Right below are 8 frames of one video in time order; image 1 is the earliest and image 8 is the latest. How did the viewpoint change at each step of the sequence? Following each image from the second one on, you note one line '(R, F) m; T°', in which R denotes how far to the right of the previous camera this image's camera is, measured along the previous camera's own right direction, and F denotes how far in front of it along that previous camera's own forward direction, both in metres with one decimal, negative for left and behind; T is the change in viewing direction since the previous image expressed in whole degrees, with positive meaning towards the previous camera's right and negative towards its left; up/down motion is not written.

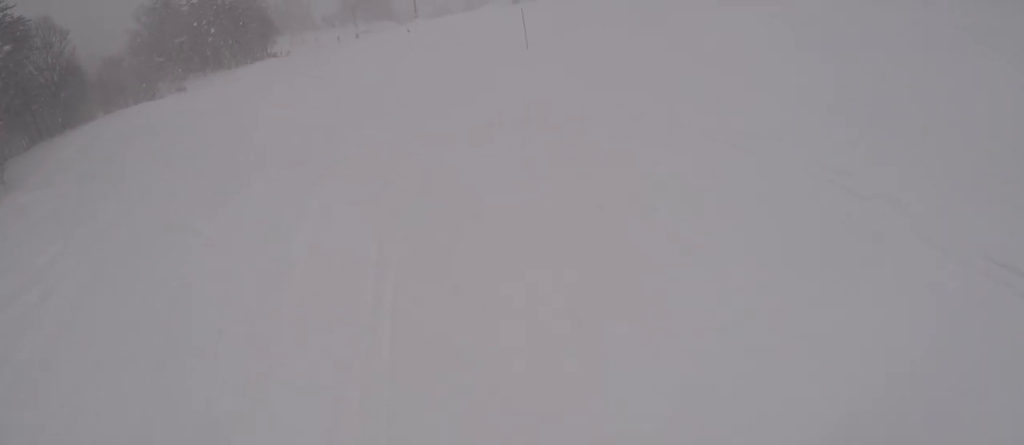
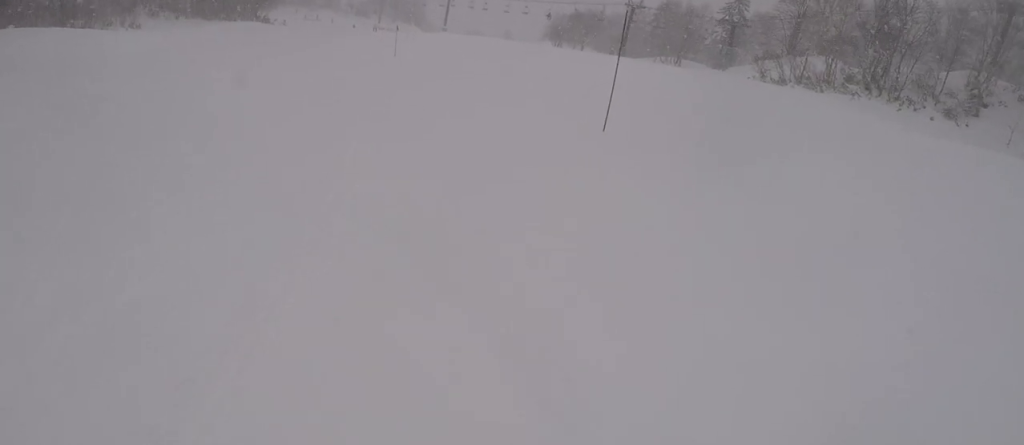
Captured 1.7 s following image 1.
(-0.1, +19.2) m; -12°
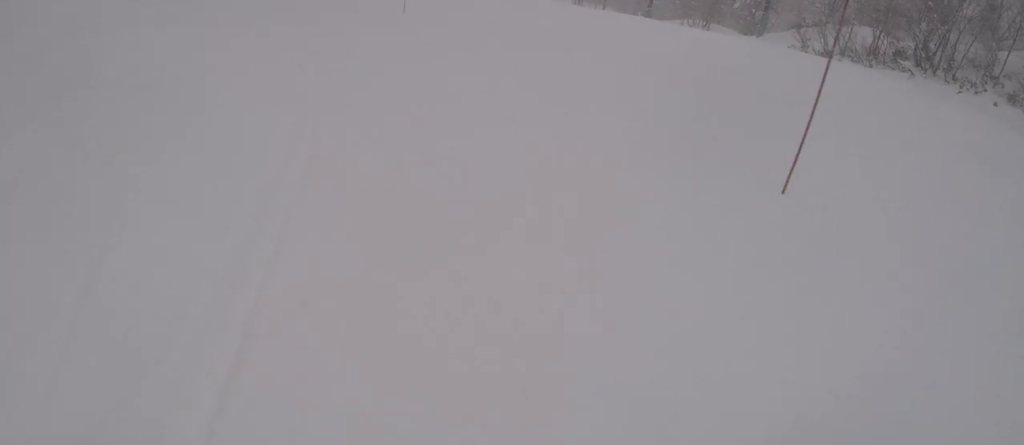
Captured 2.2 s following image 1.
(+0.3, +5.0) m; -10°
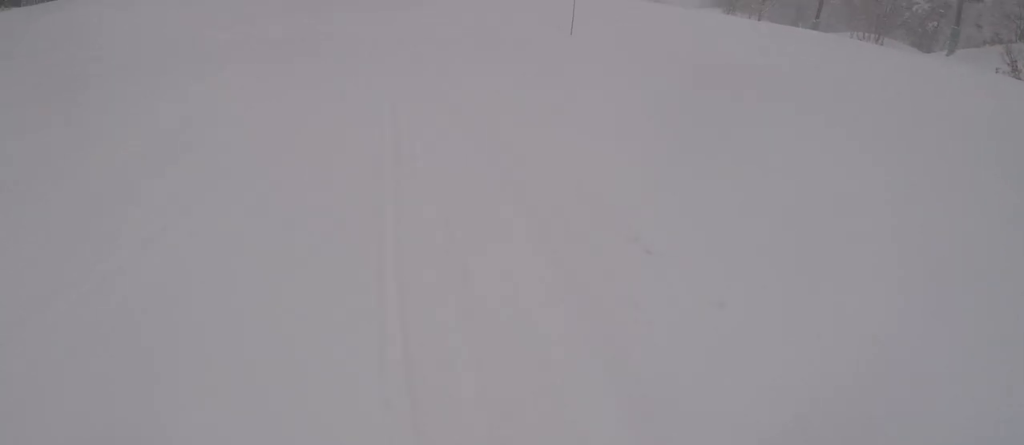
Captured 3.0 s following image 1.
(-2.1, +8.1) m; -3°
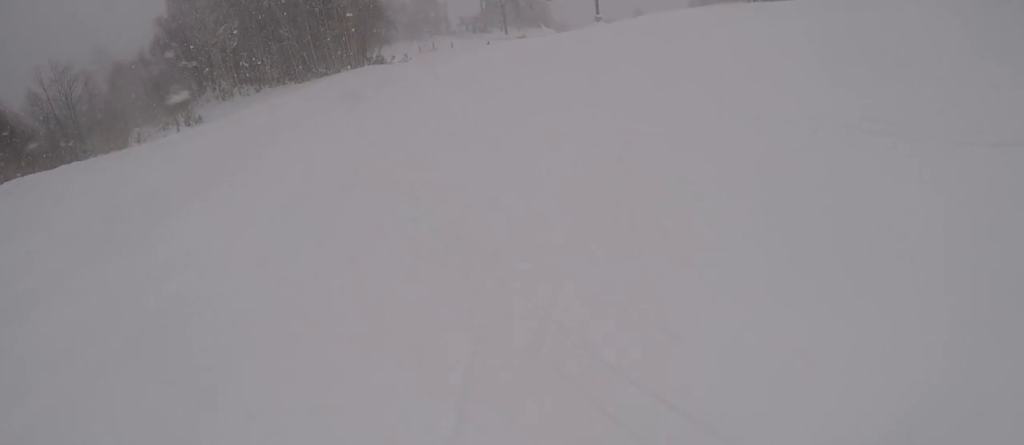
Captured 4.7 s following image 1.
(+3.5, +16.1) m; +25°
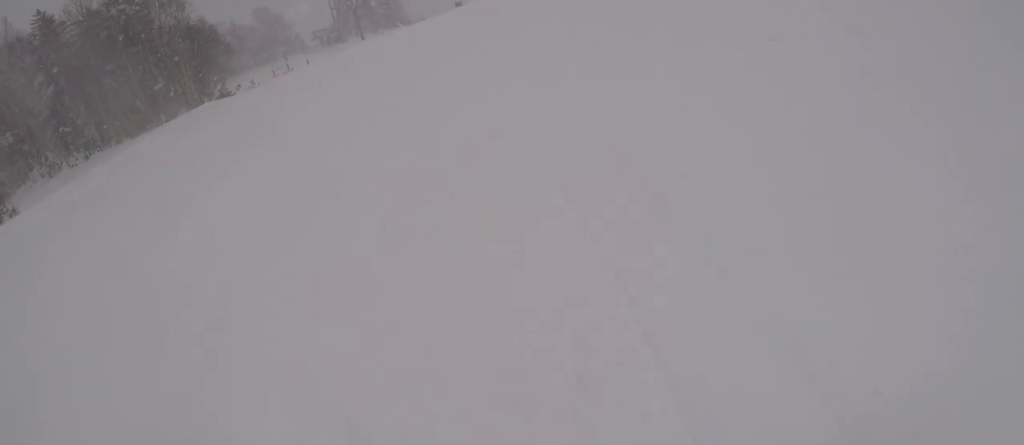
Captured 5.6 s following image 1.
(+0.4, +7.3) m; +5°
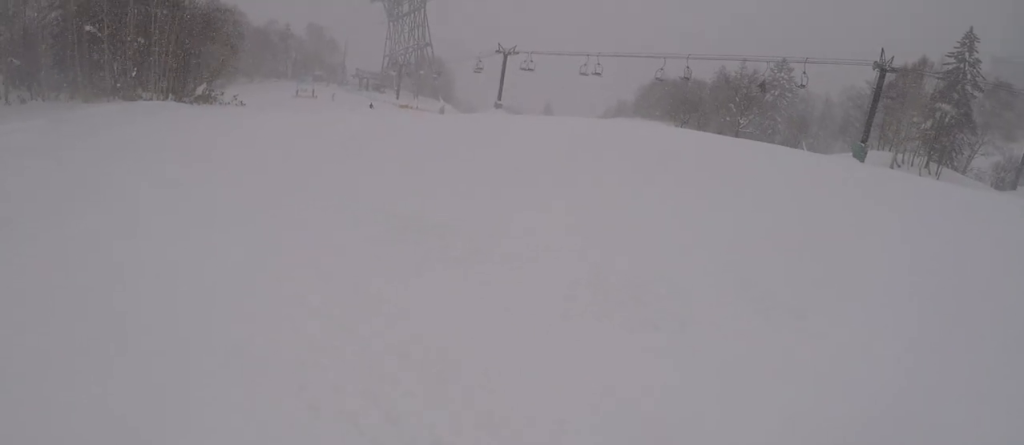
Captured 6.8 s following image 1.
(0.0, +9.8) m; -9°
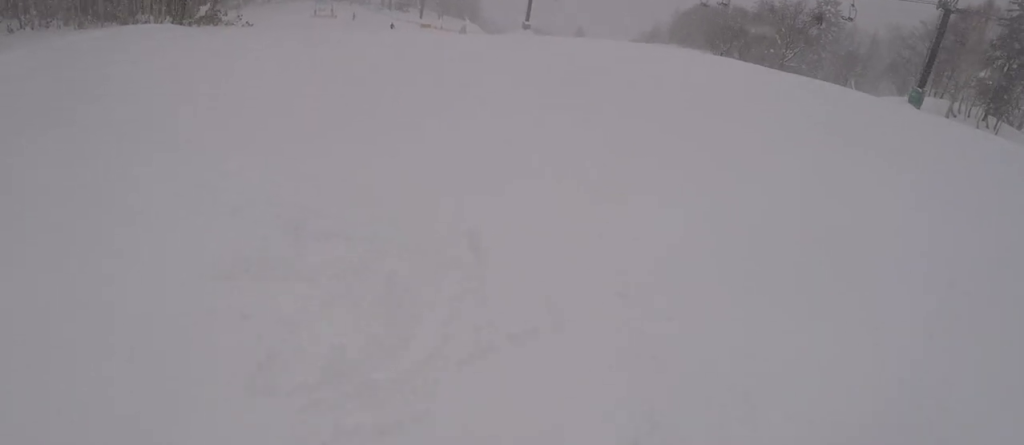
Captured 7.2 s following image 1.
(0.0, +2.9) m; -6°
